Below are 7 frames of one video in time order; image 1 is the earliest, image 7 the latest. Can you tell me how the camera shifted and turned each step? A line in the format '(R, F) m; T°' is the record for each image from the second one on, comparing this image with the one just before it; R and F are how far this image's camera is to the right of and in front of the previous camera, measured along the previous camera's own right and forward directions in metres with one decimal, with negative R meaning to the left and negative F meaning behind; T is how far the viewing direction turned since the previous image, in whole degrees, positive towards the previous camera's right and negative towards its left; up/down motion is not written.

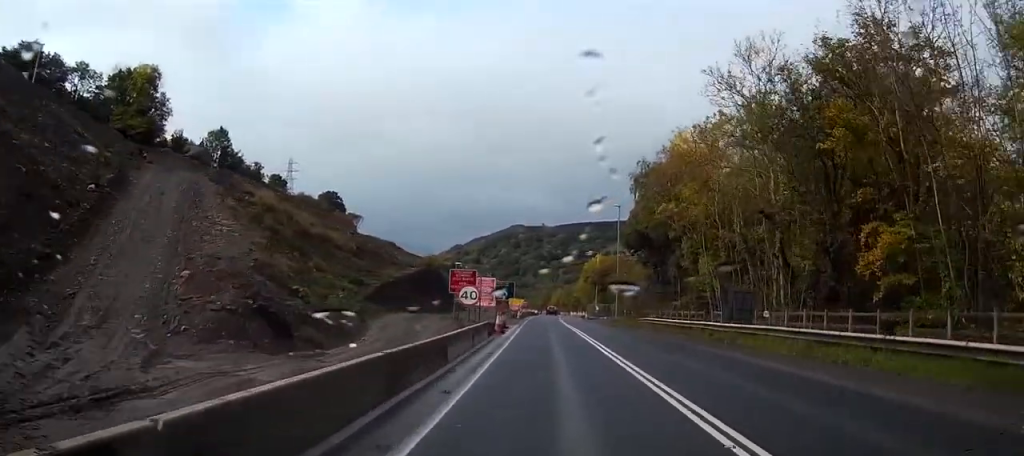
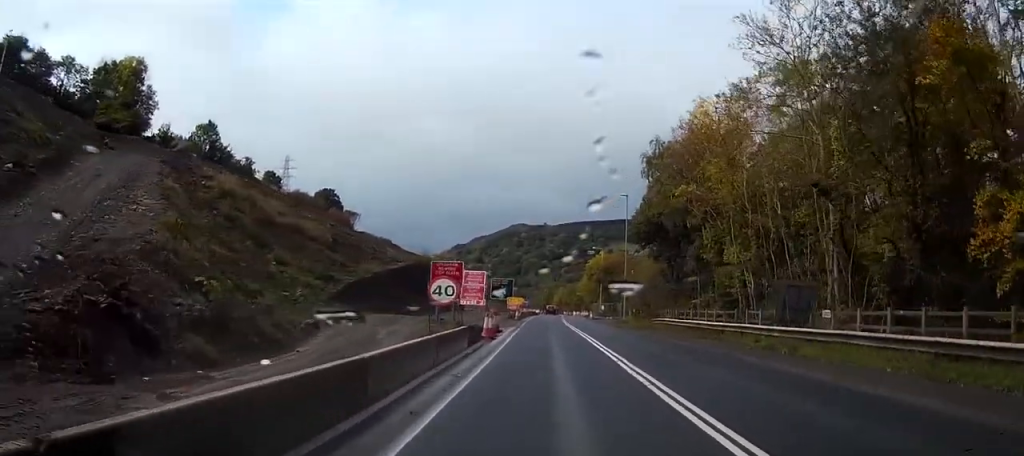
(-0.1, +6.6) m; 0°
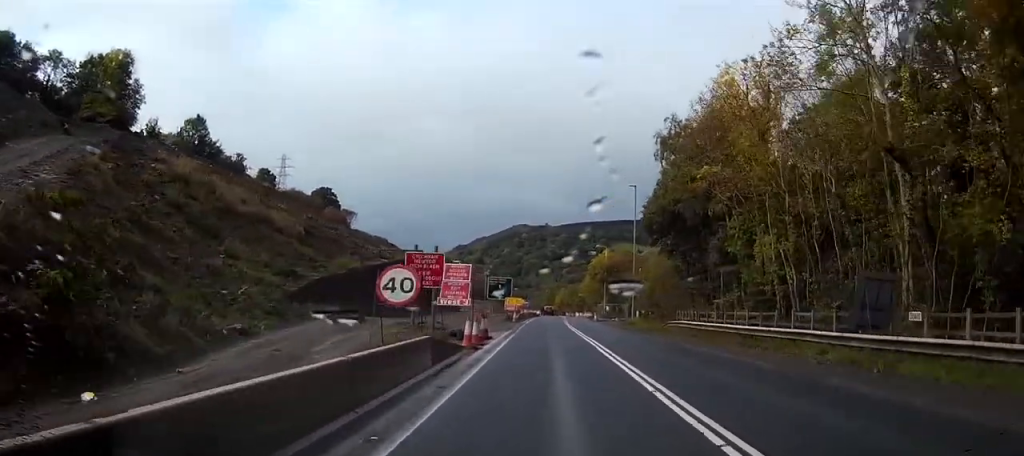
(0.0, +6.1) m; 0°
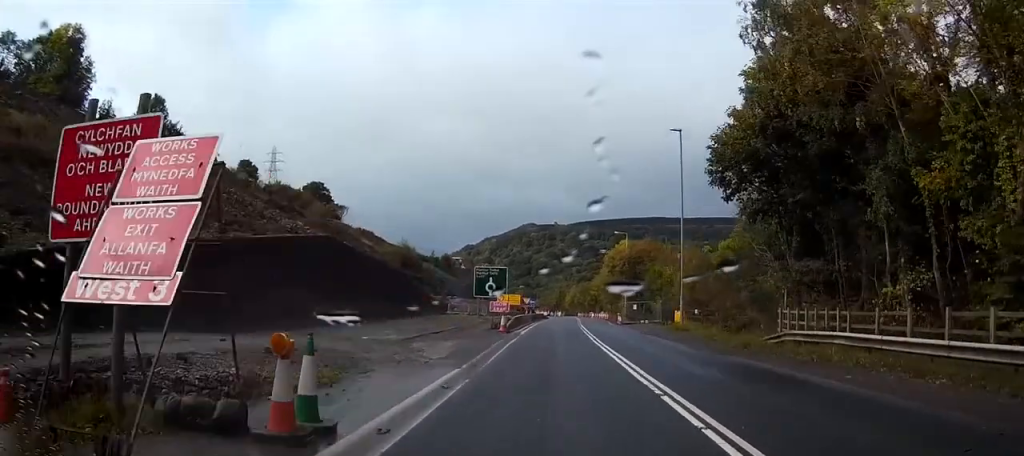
(-0.1, +16.0) m; 0°
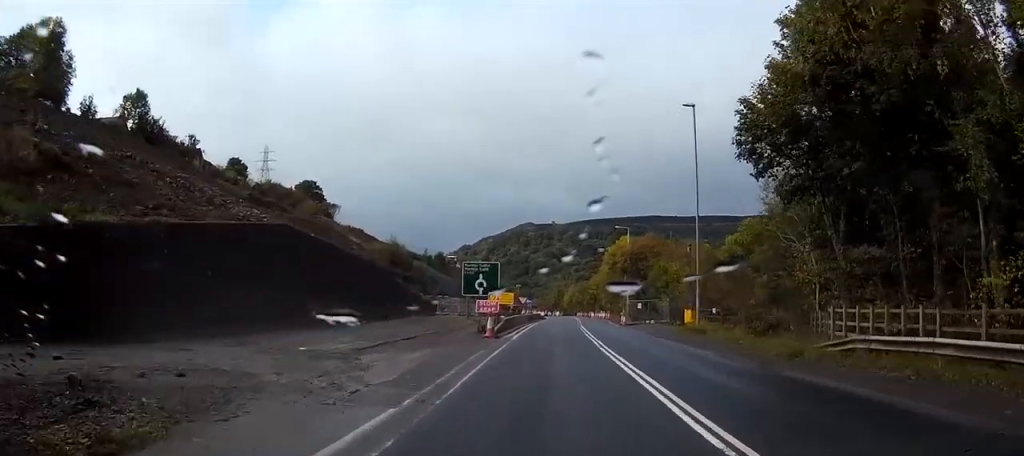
(0.0, +4.5) m; 0°
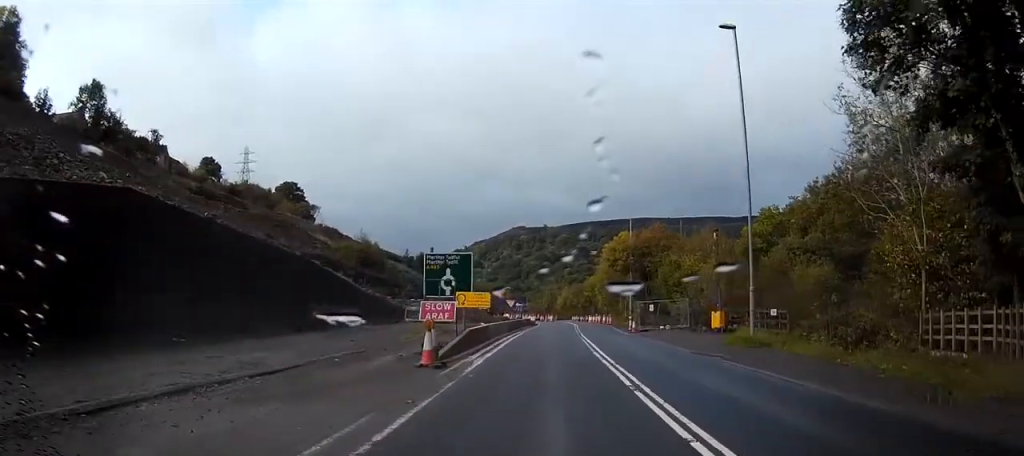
(0.0, +9.1) m; +1°
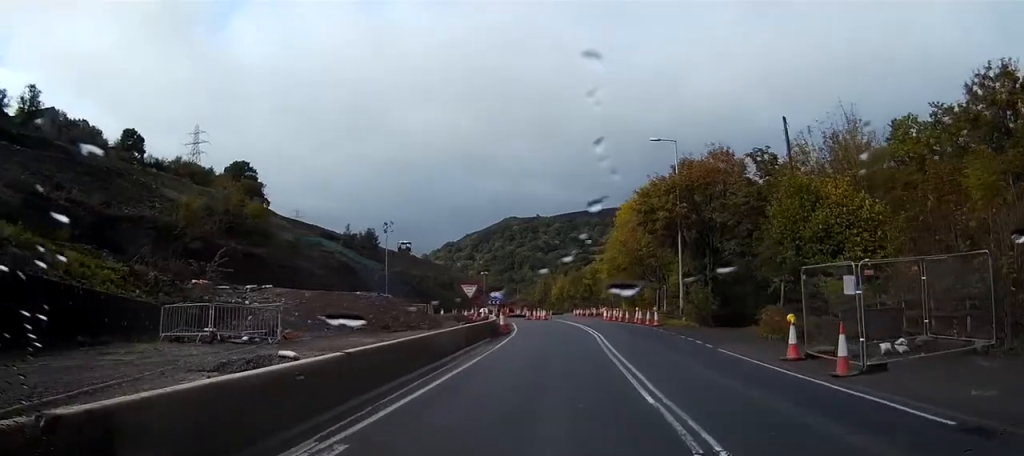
(+0.9, +40.0) m; +3°
